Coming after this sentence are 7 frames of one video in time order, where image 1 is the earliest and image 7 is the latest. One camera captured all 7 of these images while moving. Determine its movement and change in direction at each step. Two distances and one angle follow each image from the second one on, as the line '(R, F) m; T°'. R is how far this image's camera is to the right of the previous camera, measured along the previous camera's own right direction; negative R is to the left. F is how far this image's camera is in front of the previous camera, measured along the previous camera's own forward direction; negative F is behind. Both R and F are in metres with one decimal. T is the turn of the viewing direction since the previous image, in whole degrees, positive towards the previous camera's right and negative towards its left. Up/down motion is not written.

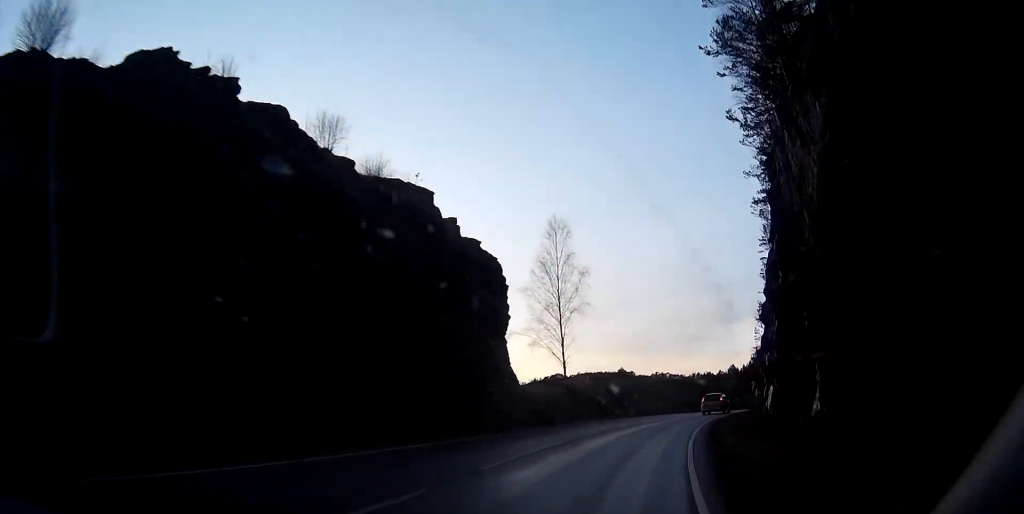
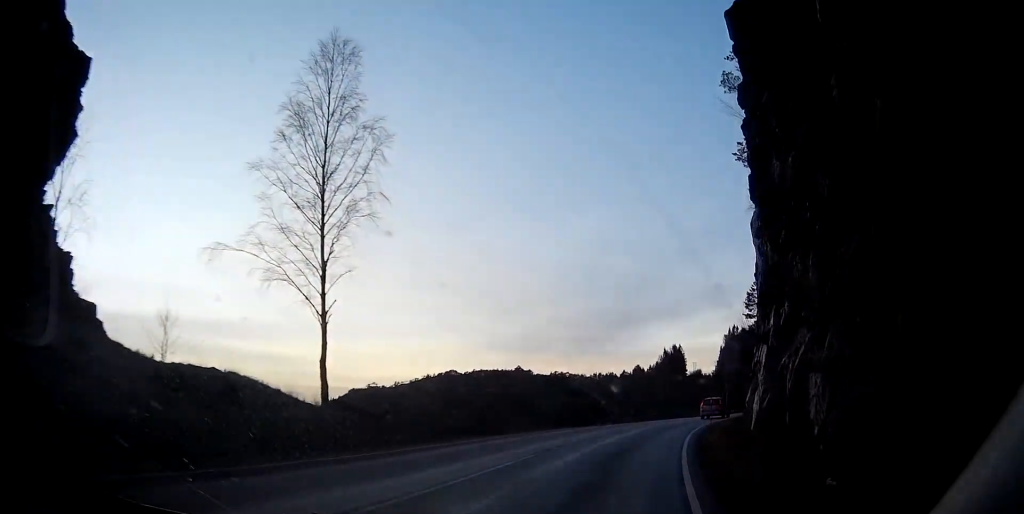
(-0.1, +28.2) m; +6°
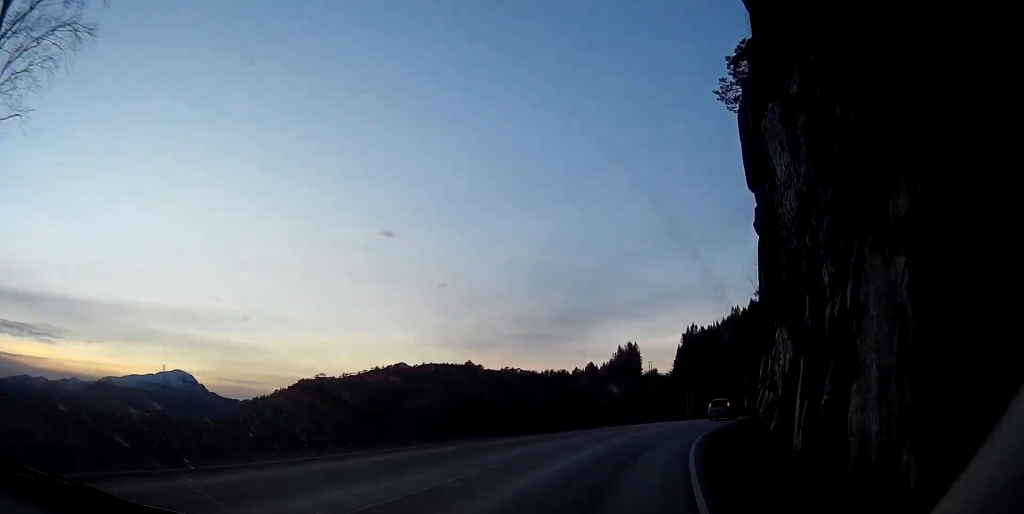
(+1.3, +14.3) m; +10°
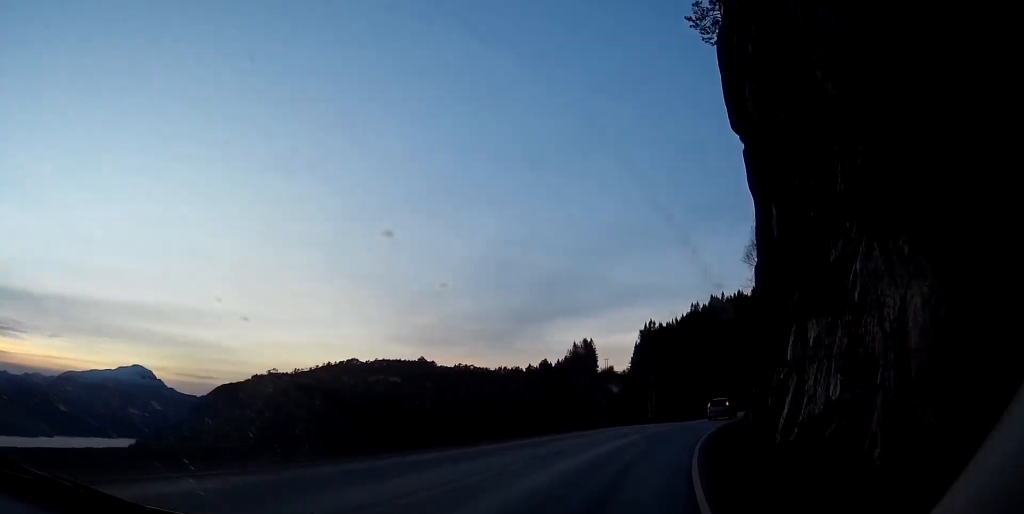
(+0.8, +11.0) m; +7°
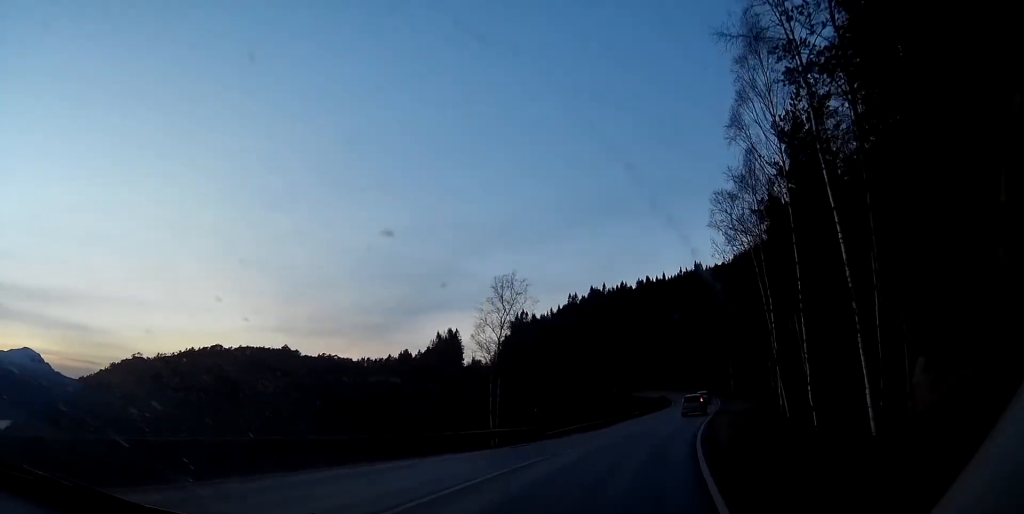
(+3.9, +32.5) m; +11°
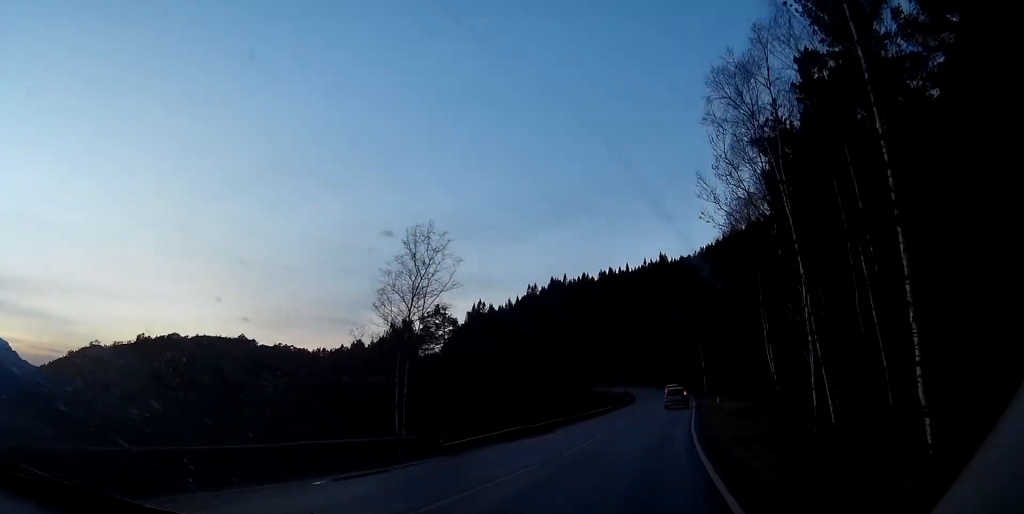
(+0.4, +12.5) m; +3°
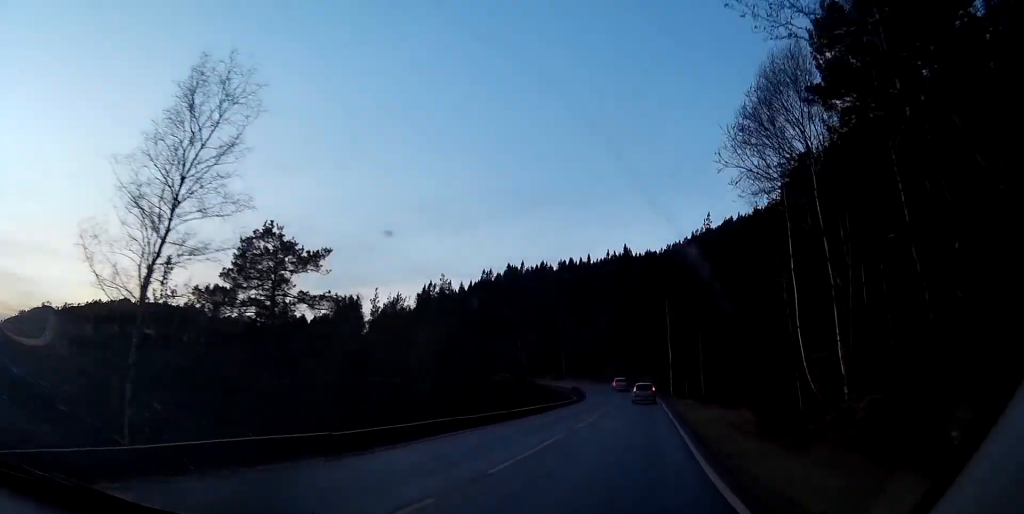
(+0.6, +18.6) m; +3°
